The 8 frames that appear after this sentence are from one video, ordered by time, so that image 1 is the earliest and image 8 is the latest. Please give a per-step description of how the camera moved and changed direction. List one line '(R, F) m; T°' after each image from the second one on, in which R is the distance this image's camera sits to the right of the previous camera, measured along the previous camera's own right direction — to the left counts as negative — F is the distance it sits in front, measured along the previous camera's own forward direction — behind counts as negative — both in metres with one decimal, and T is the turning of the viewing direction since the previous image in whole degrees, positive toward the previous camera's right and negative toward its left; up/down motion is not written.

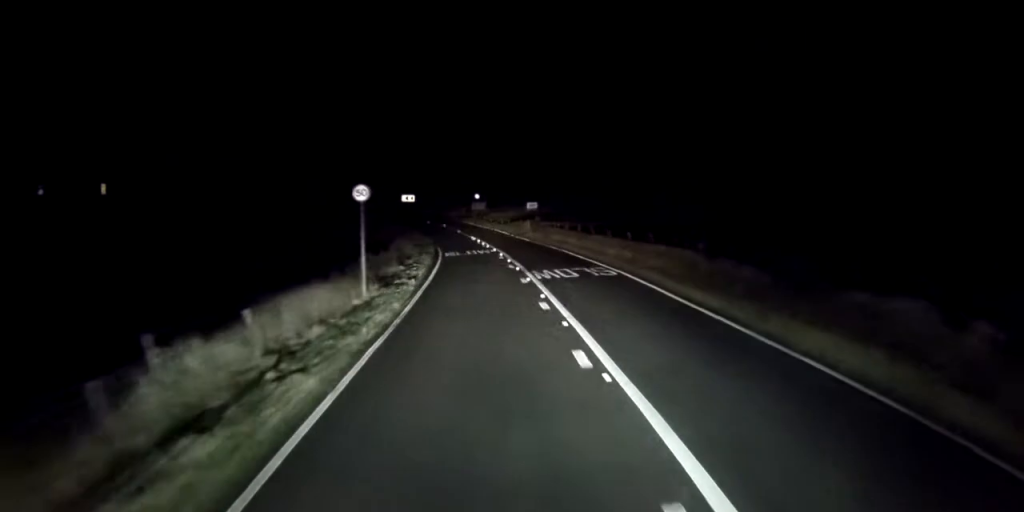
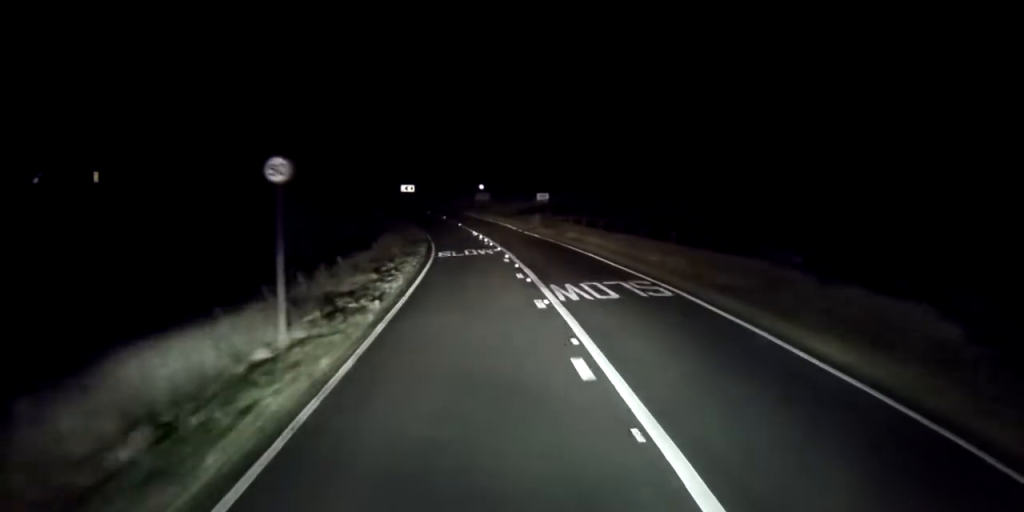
(0.0, +7.1) m; -1°
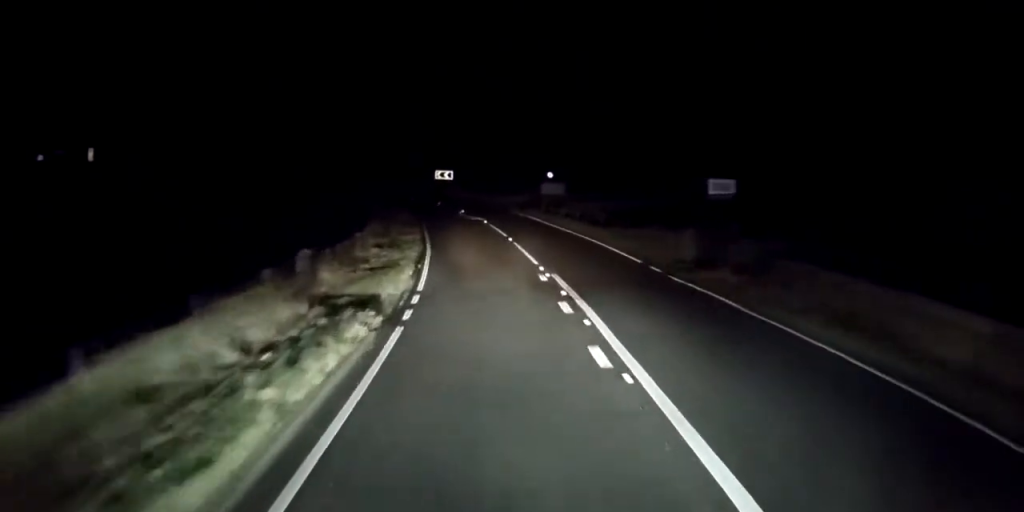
(-1.4, +30.1) m; -6°
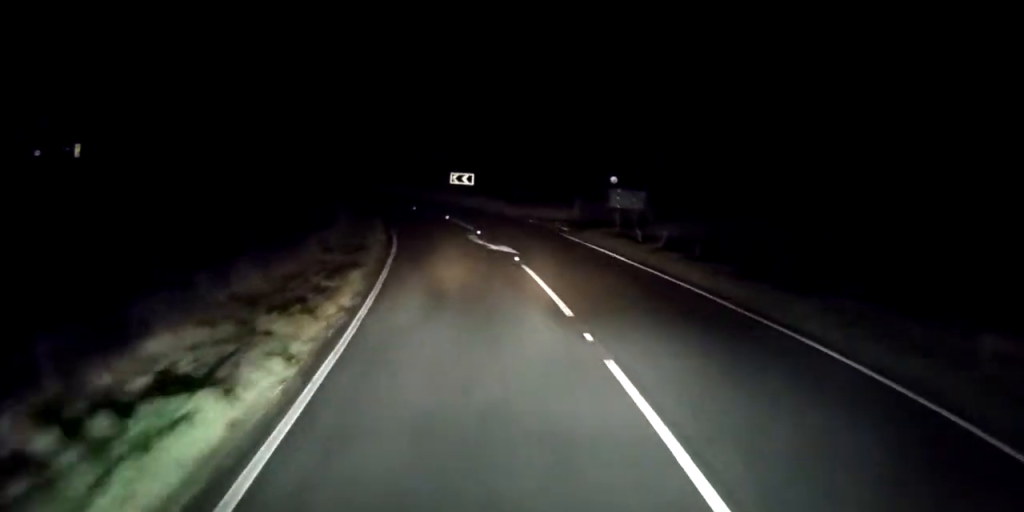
(-0.7, +18.3) m; -4°
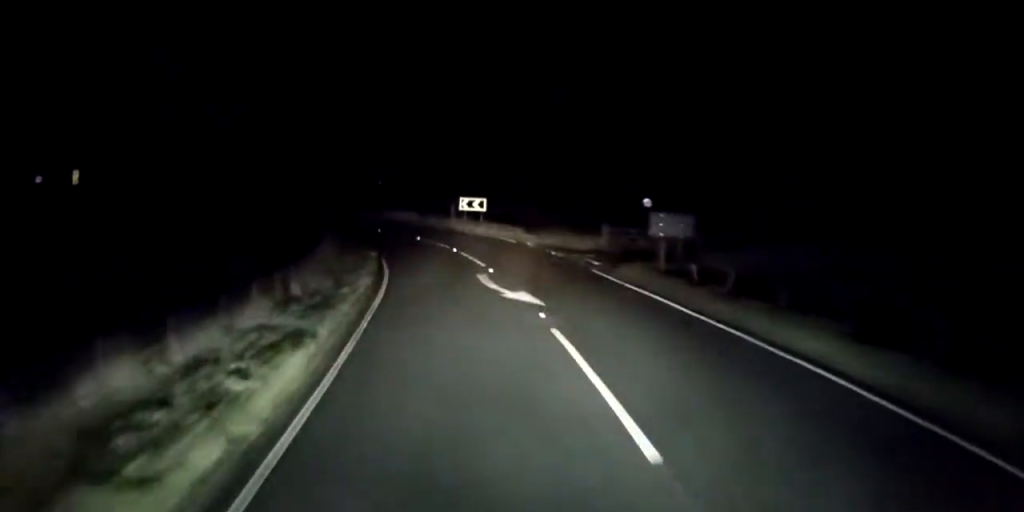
(0.0, +5.2) m; -1°
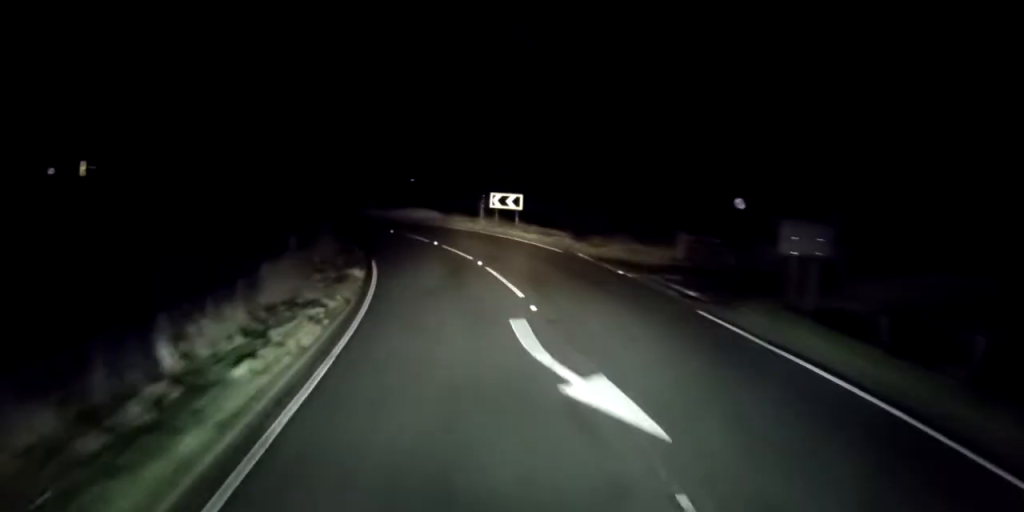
(+0.1, +8.7) m; -2°
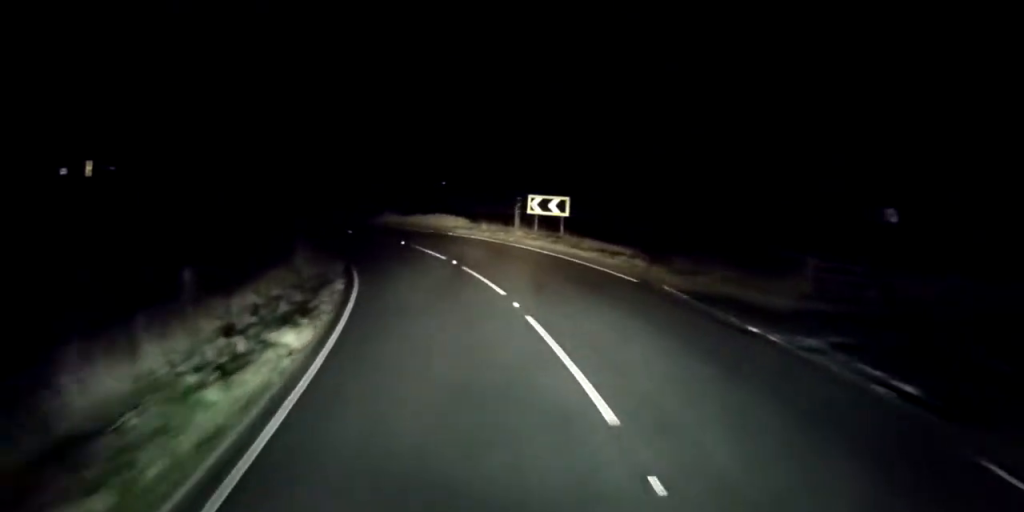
(-0.5, +8.4) m; -10°
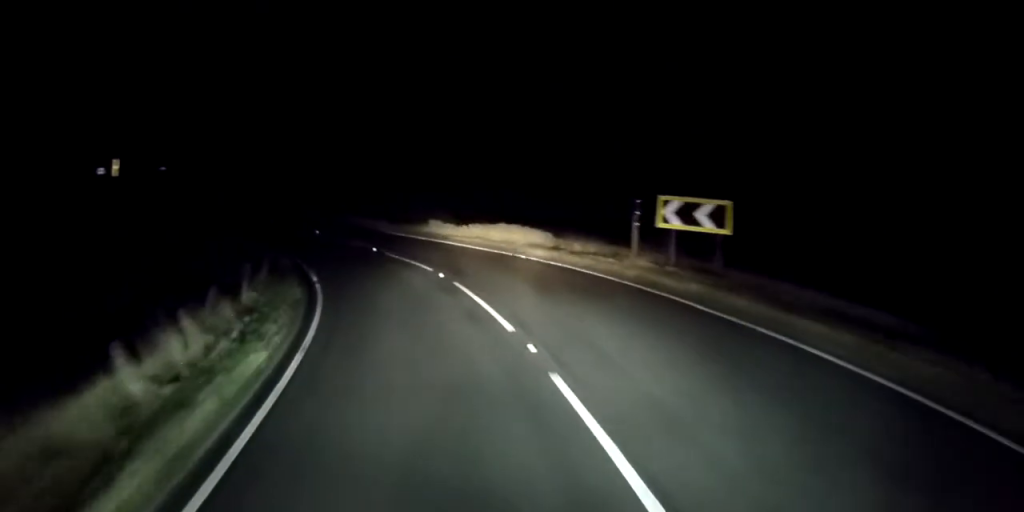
(-2.1, +12.8) m; -14°
